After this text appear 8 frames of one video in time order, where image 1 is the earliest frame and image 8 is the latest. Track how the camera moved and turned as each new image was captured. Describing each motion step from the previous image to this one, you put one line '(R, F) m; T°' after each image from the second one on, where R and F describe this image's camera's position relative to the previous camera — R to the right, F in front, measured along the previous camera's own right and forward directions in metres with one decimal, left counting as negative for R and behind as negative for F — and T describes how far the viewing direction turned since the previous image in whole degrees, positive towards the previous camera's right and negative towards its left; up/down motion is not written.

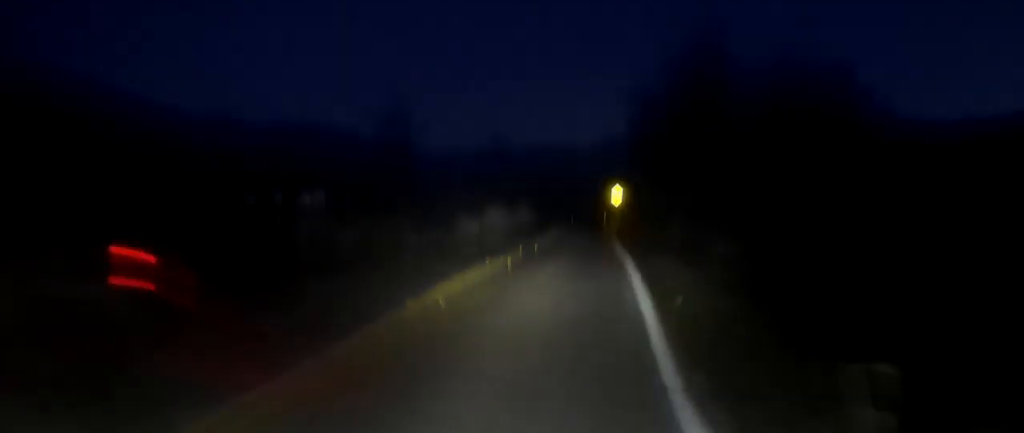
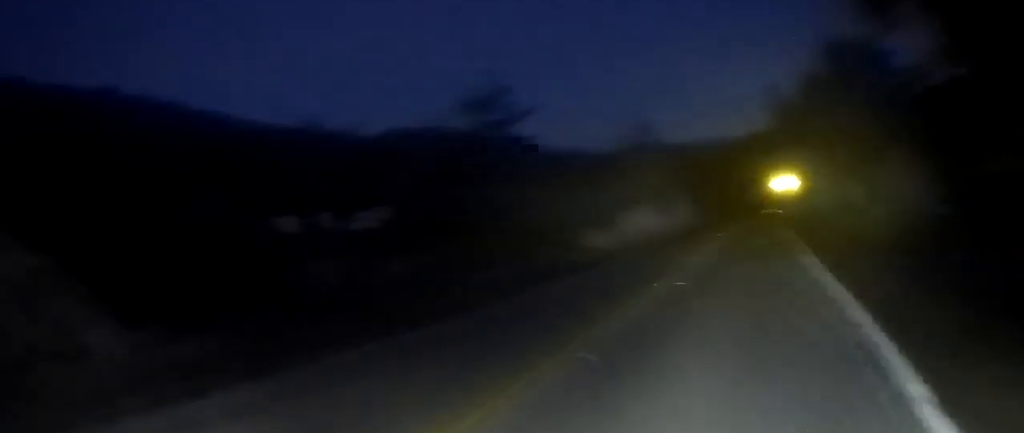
(-0.1, +12.7) m; -1°
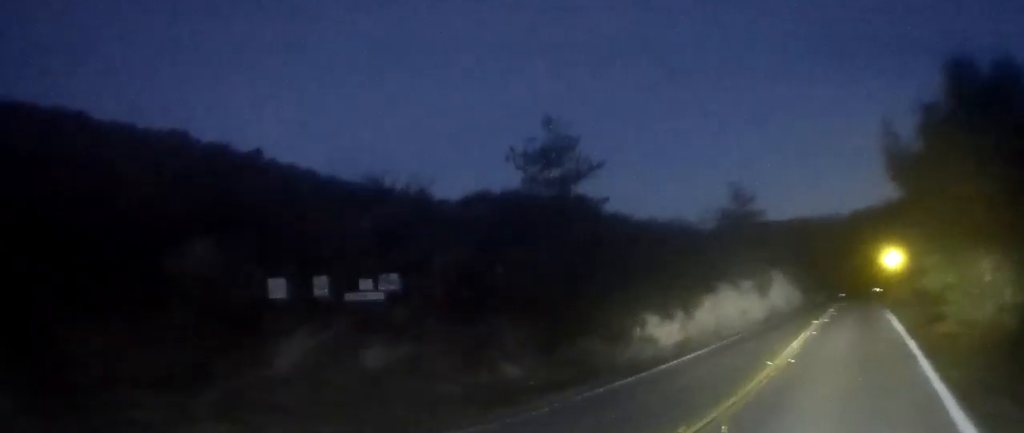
(-0.2, +8.5) m; 0°
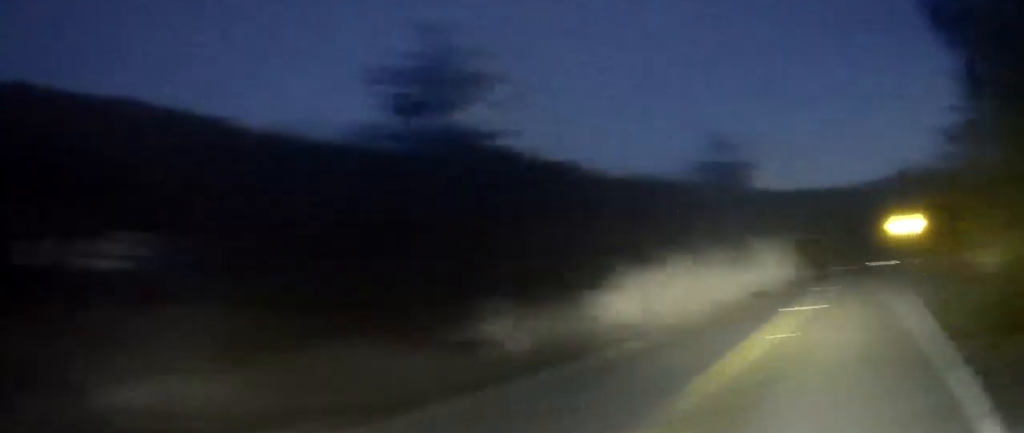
(0.0, +12.2) m; +1°
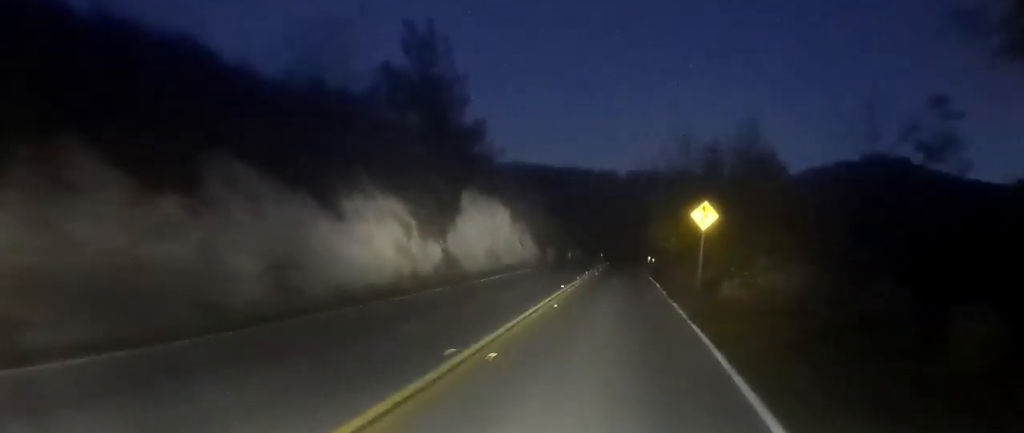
(+0.4, +15.4) m; +2°
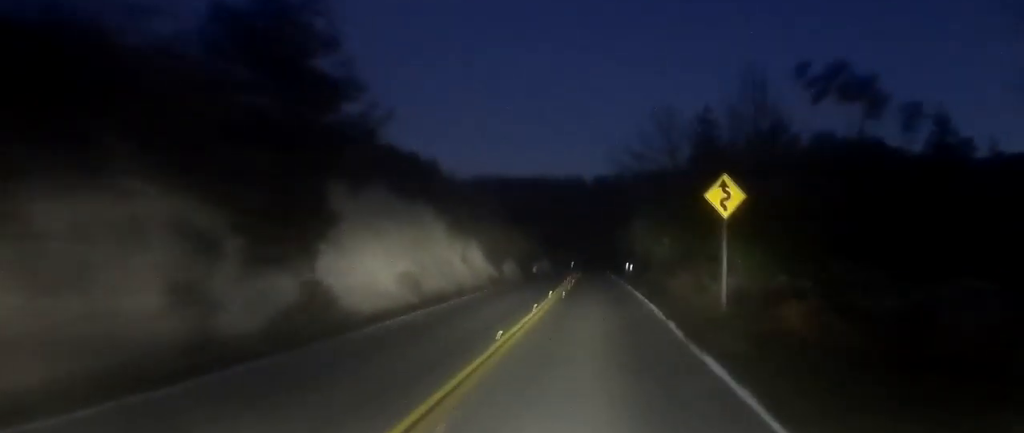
(+0.2, +11.2) m; 0°
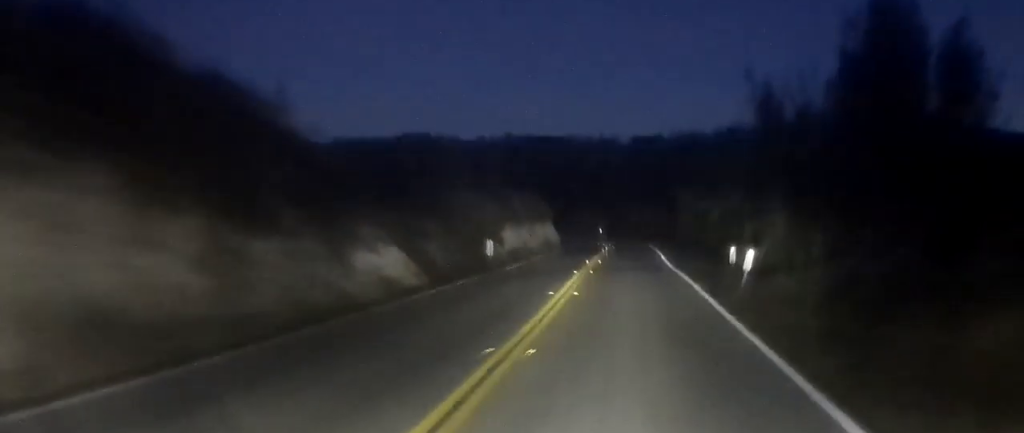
(+0.4, +45.1) m; +2°
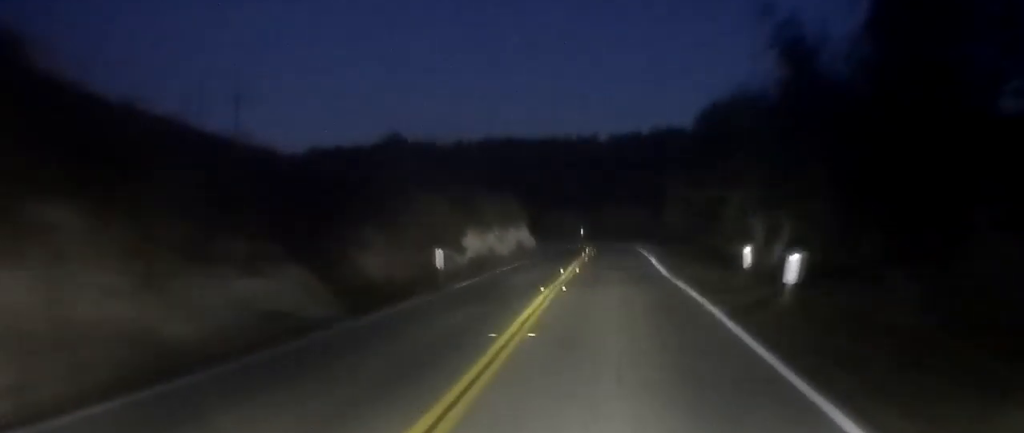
(+0.1, +6.1) m; 0°
